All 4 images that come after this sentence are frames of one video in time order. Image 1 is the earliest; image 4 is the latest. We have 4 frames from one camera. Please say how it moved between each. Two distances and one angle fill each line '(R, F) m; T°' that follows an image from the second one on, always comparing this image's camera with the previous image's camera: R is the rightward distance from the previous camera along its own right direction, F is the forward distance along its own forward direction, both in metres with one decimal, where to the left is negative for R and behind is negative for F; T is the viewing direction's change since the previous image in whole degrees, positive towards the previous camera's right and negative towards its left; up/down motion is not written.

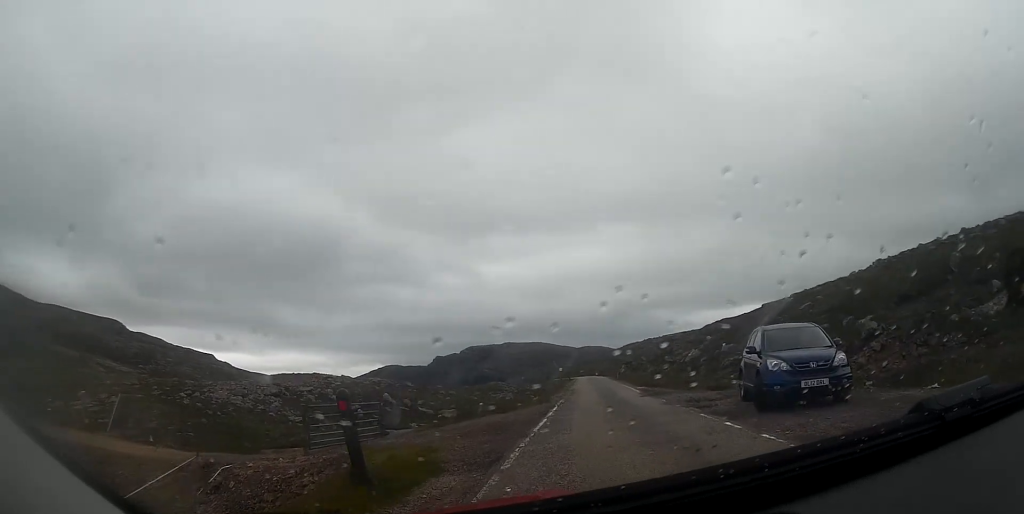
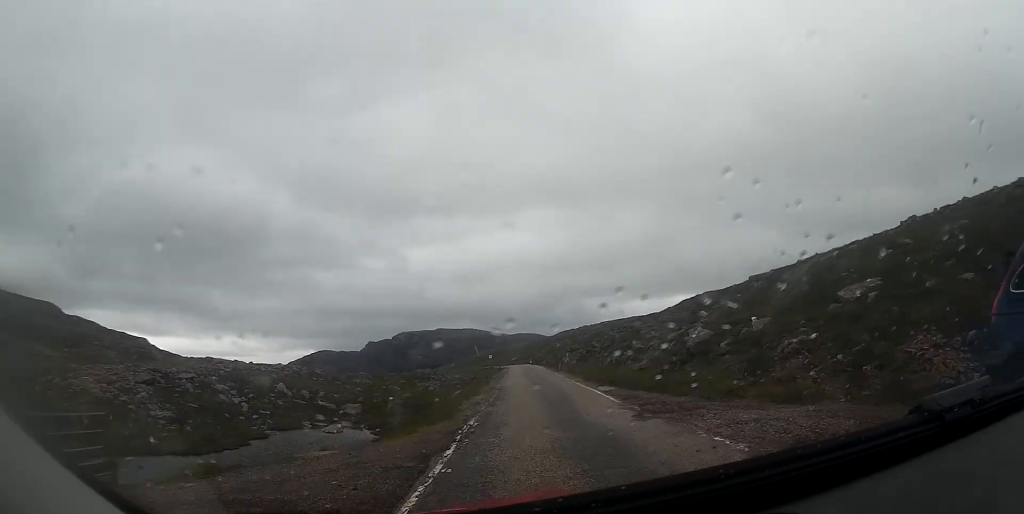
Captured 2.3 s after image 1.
(+0.5, +5.1) m; +6°
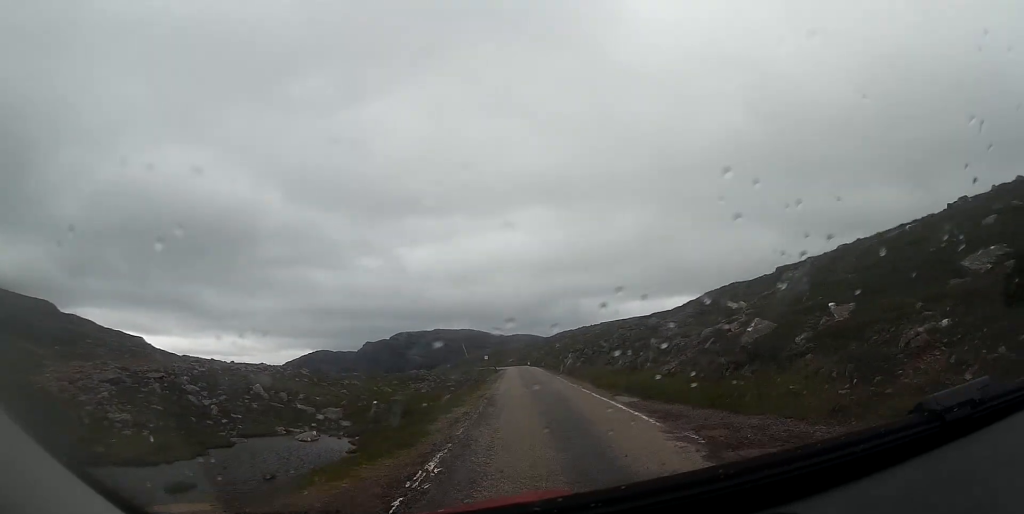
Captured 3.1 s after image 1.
(0.0, +4.0) m; -1°
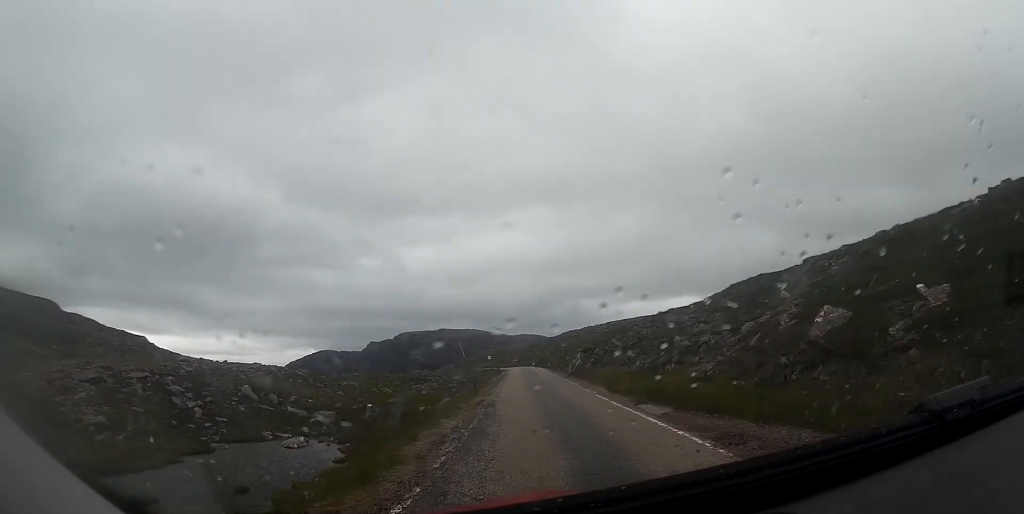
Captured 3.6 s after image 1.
(0.0, +2.6) m; 0°
